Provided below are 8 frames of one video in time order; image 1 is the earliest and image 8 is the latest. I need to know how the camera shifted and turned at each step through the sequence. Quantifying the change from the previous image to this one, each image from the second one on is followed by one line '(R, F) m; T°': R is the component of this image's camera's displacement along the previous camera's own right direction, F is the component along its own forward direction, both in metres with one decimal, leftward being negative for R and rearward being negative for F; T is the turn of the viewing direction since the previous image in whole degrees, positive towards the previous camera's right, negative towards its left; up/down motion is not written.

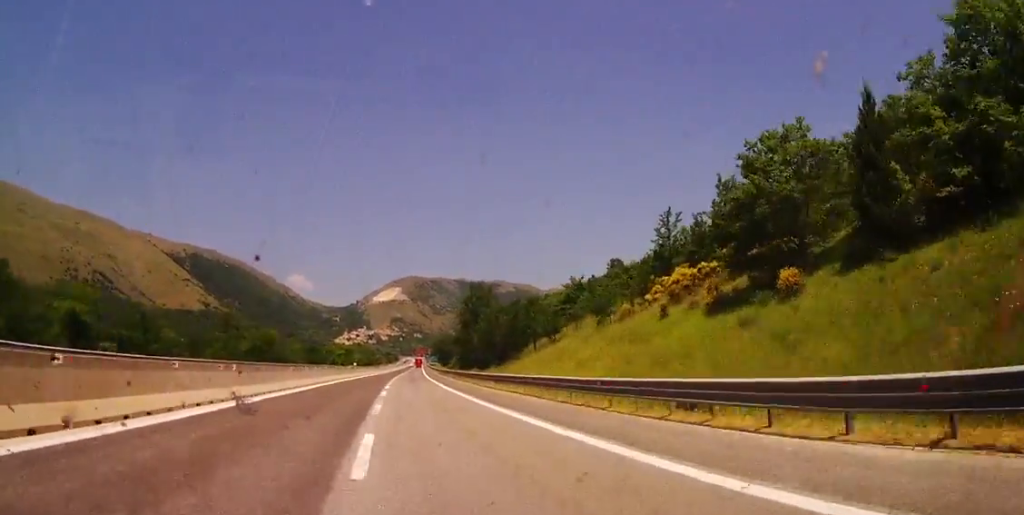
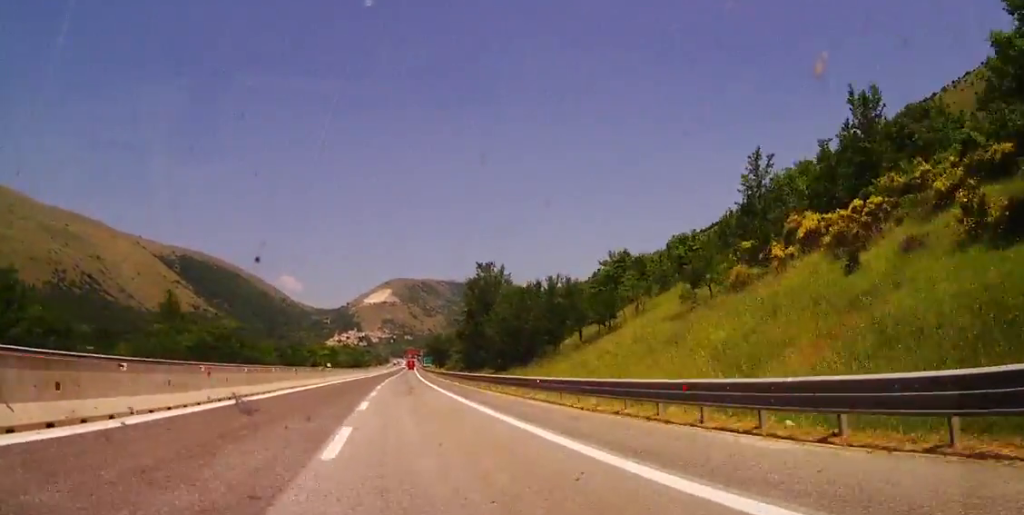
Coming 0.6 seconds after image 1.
(+0.1, +20.7) m; +1°
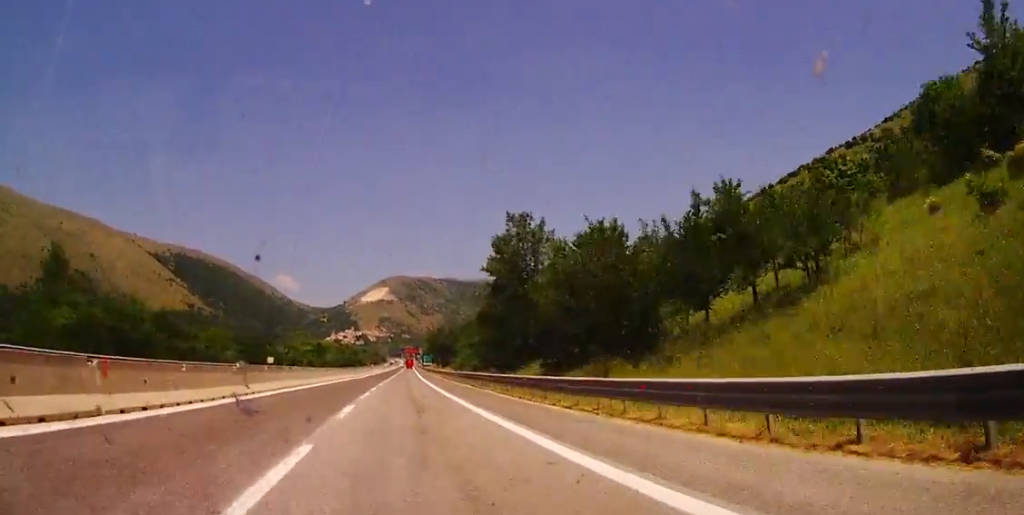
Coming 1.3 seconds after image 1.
(0.0, +25.6) m; +1°
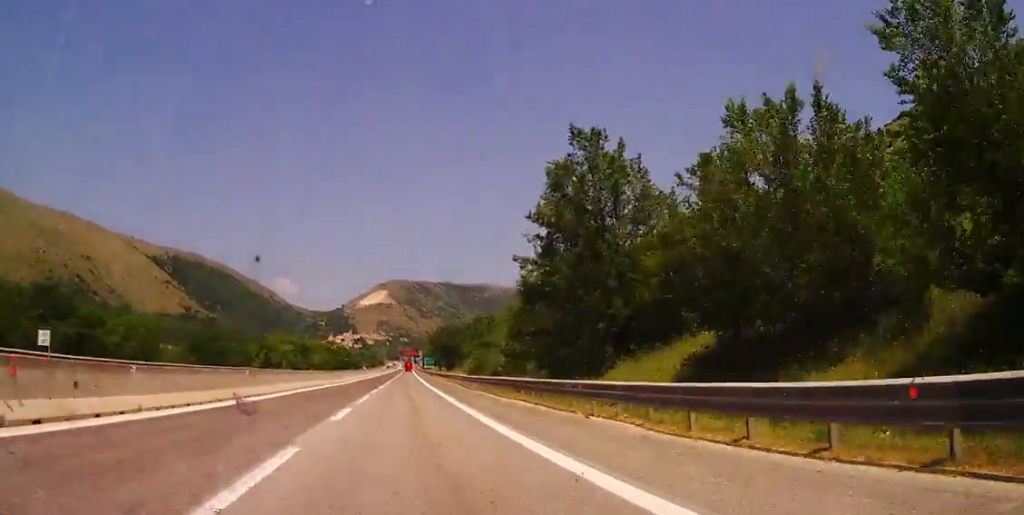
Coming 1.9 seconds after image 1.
(+0.6, +22.0) m; +1°
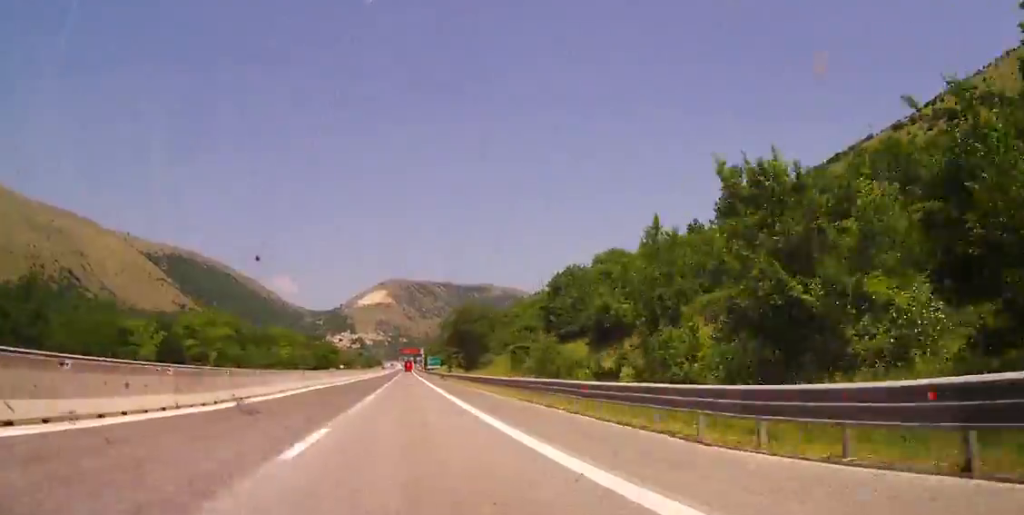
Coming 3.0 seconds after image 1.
(+0.3, +40.7) m; 0°
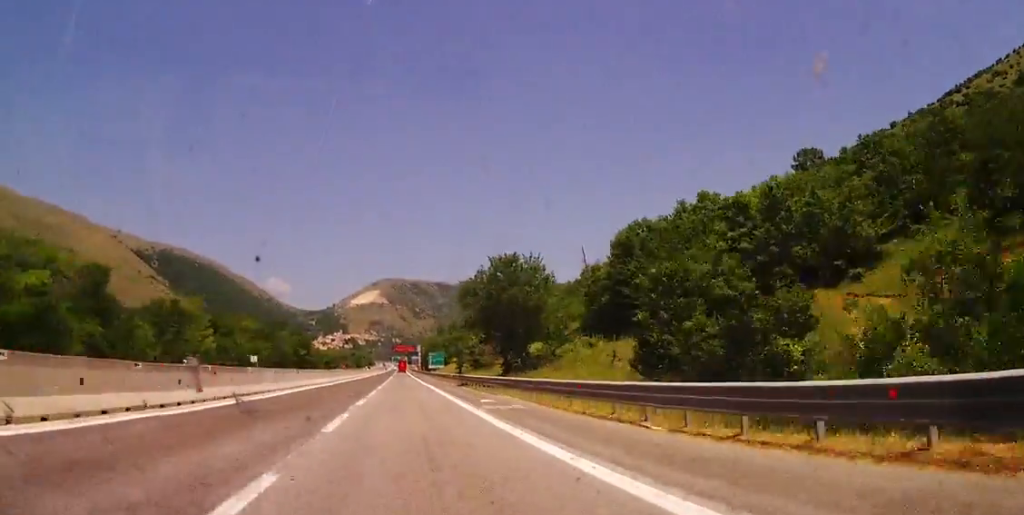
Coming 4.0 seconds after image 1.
(-0.3, +40.1) m; 0°
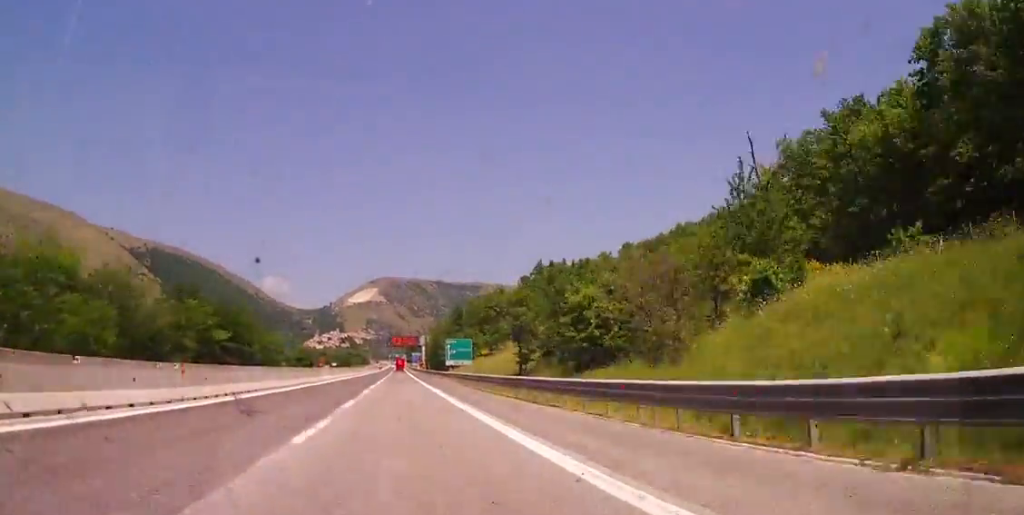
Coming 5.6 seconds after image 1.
(+0.2, +59.1) m; 0°
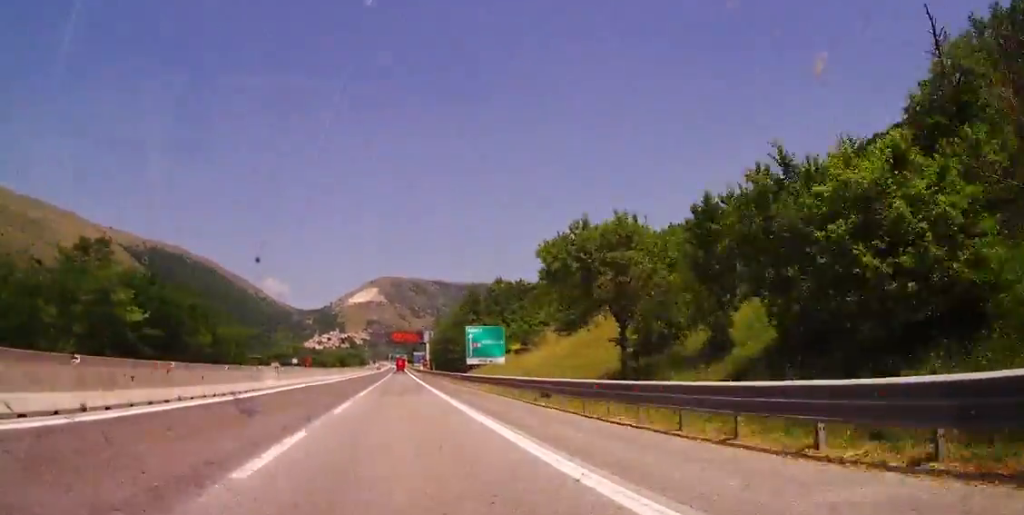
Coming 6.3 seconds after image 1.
(-0.1, +25.1) m; 0°
